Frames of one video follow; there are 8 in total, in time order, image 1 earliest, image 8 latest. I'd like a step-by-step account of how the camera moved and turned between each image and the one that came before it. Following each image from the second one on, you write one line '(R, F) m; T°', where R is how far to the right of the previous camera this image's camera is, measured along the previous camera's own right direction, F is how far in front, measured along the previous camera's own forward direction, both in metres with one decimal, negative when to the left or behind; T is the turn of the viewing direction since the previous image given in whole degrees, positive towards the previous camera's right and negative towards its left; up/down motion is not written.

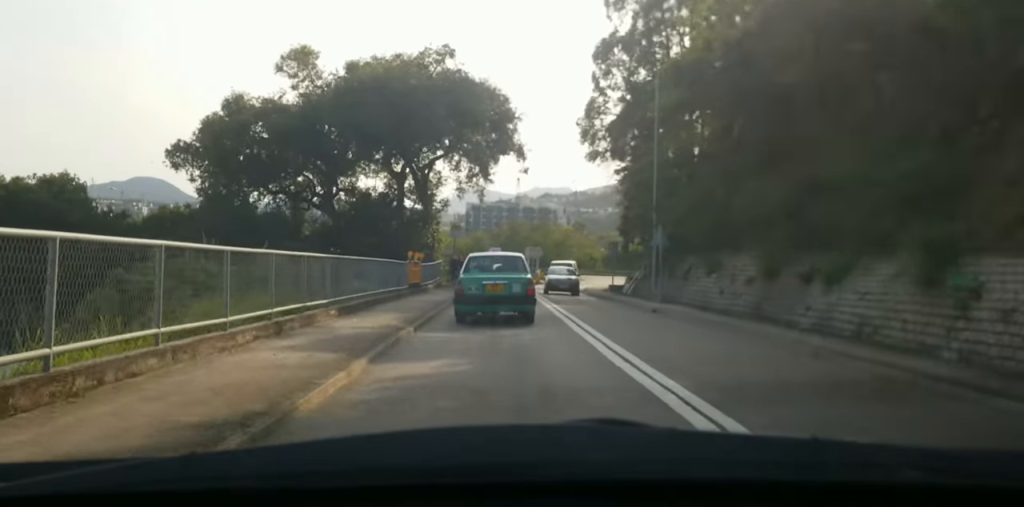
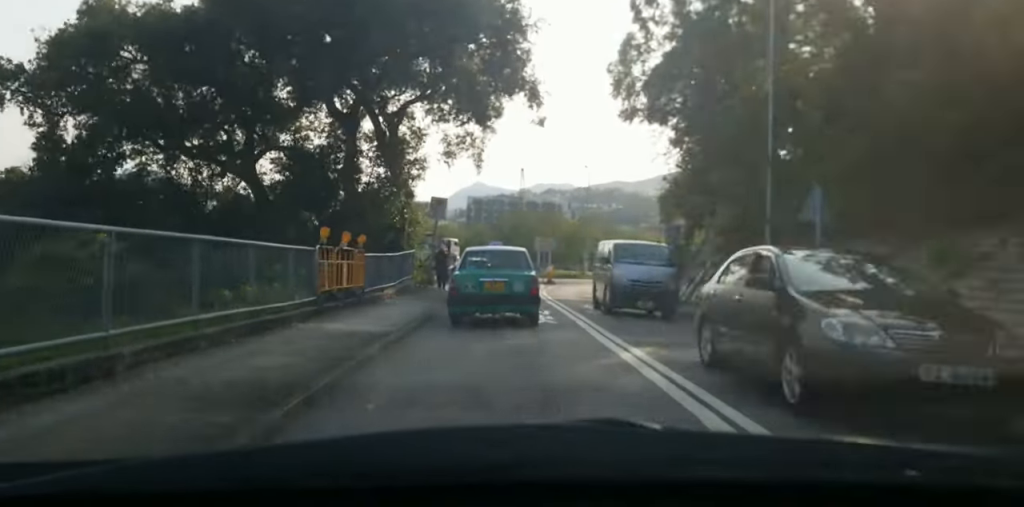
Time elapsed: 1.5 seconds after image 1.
(+0.1, +14.2) m; 0°
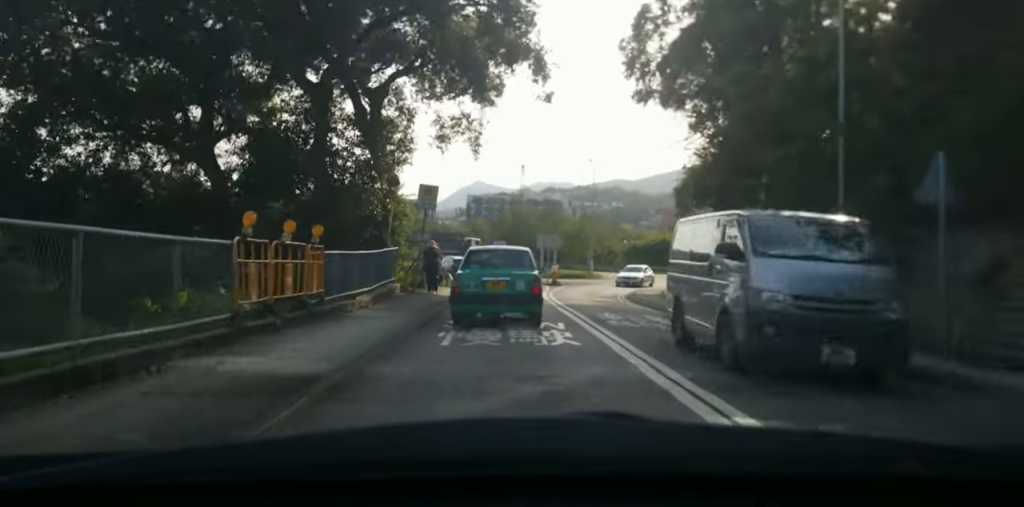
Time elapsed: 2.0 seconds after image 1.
(0.0, +4.2) m; 0°
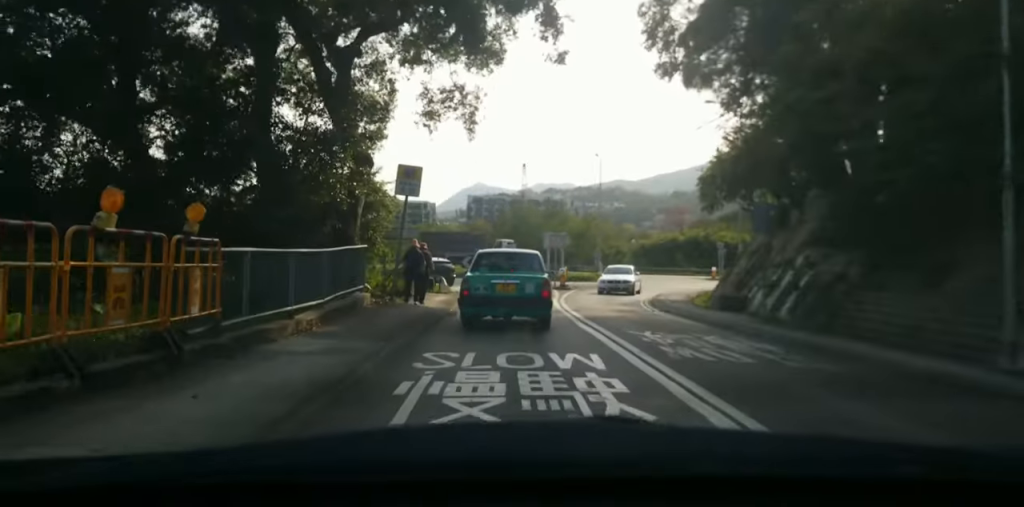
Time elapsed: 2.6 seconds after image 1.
(0.0, +5.5) m; 0°
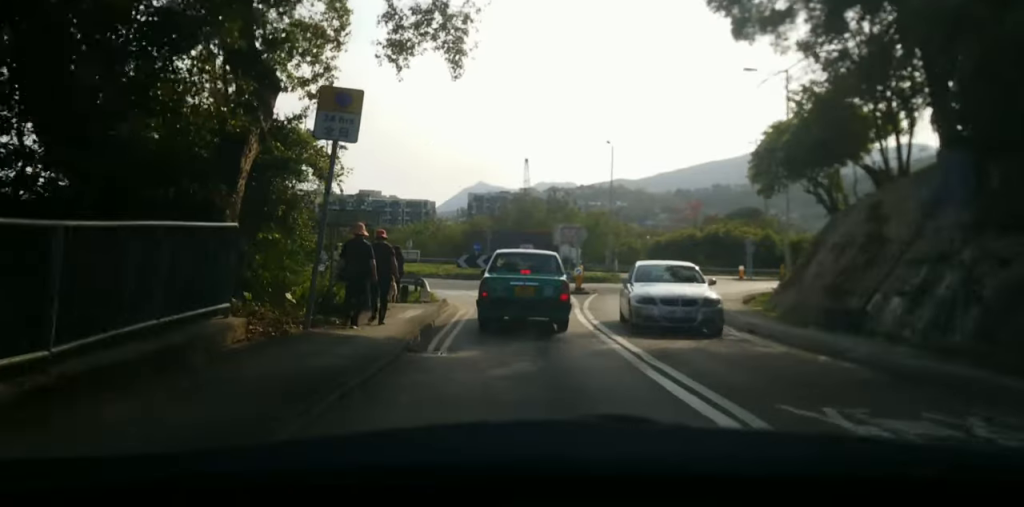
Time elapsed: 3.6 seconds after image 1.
(0.0, +8.3) m; 0°
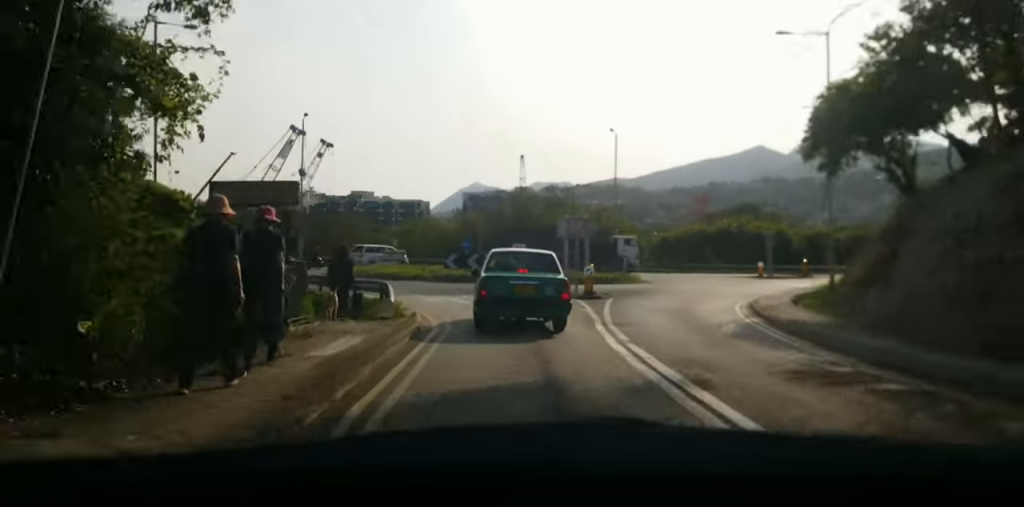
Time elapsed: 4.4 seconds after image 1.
(0.0, +6.4) m; 0°
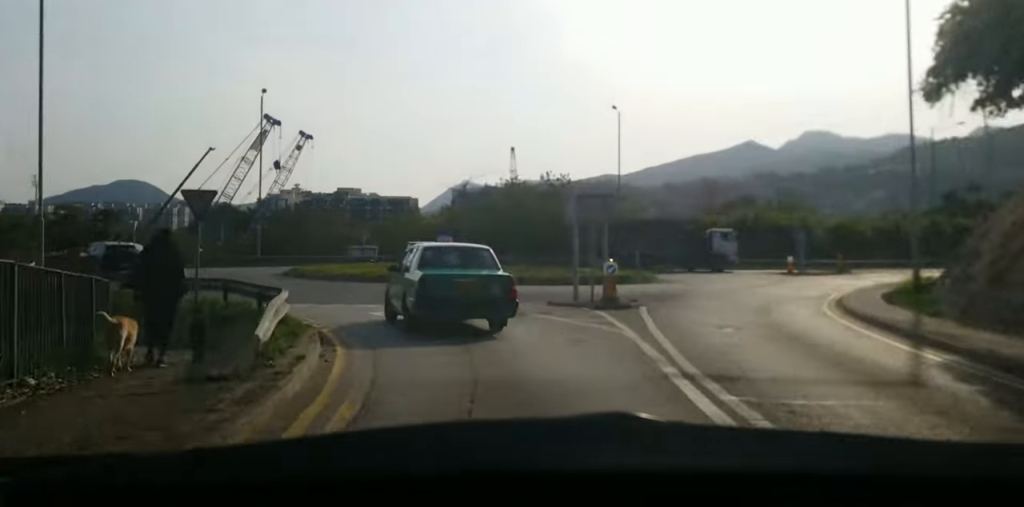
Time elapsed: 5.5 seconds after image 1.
(0.0, +8.4) m; 0°
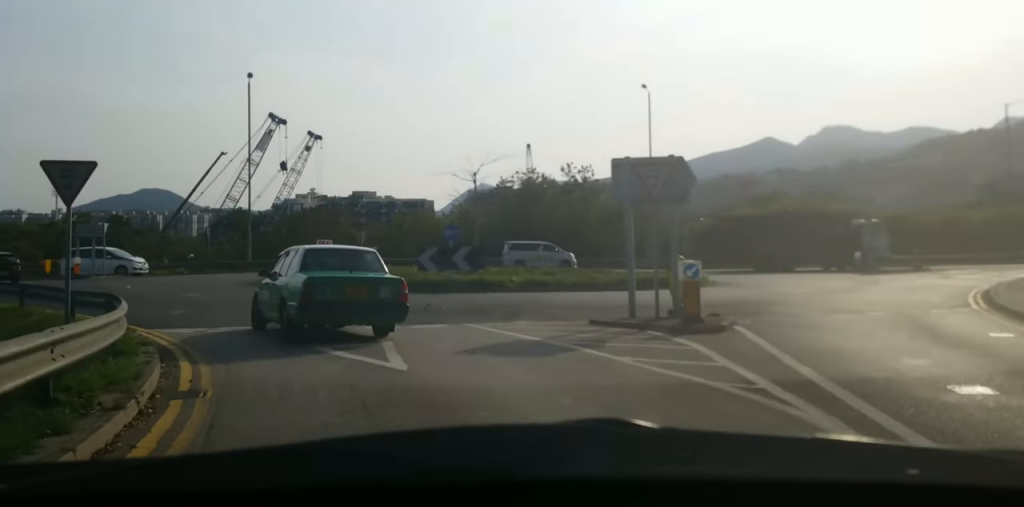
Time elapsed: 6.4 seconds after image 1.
(0.0, +6.7) m; 0°
